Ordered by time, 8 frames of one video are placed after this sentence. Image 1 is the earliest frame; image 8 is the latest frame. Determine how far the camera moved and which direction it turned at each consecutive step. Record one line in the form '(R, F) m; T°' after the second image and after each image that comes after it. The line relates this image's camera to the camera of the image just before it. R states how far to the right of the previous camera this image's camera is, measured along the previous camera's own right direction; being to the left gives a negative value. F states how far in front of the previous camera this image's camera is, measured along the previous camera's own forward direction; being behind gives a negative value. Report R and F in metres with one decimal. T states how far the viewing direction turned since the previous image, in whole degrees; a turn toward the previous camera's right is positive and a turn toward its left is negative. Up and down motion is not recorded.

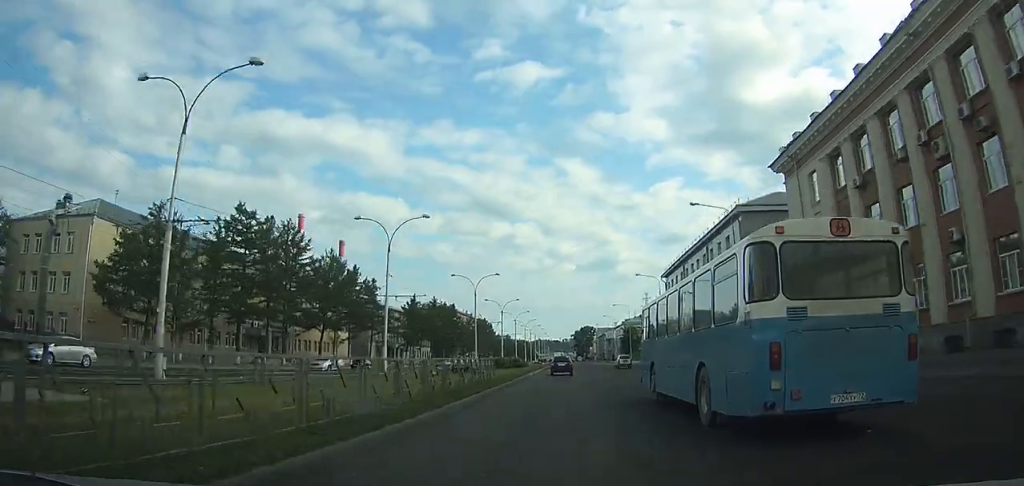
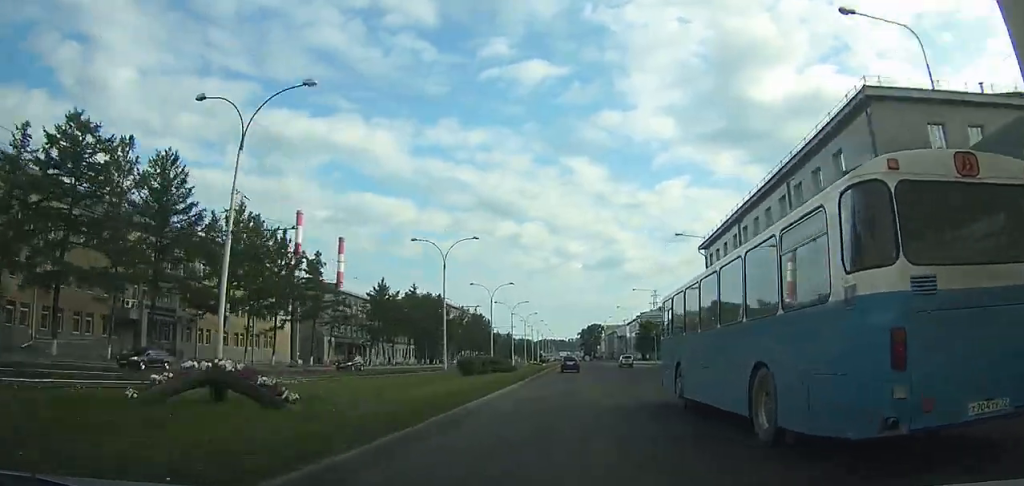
(-0.5, +26.4) m; -1°
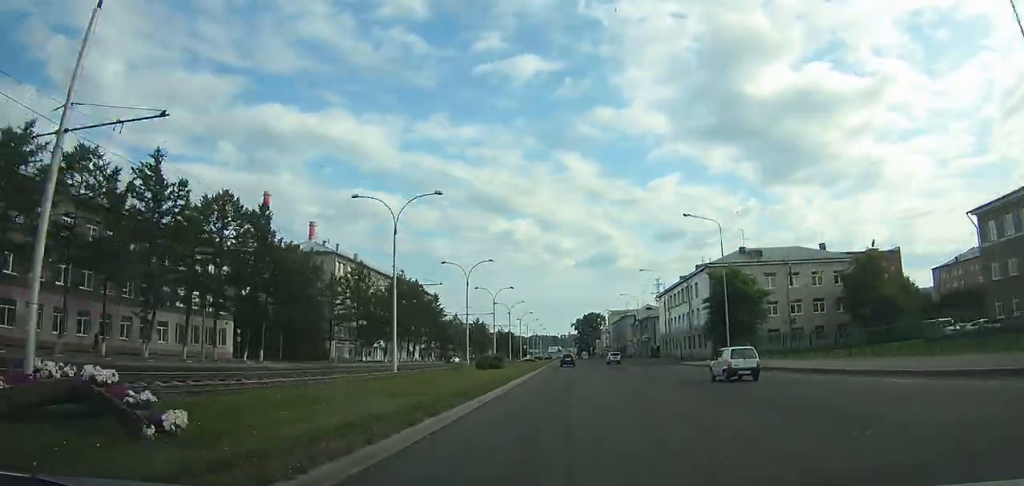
(+0.2, +80.1) m; 0°
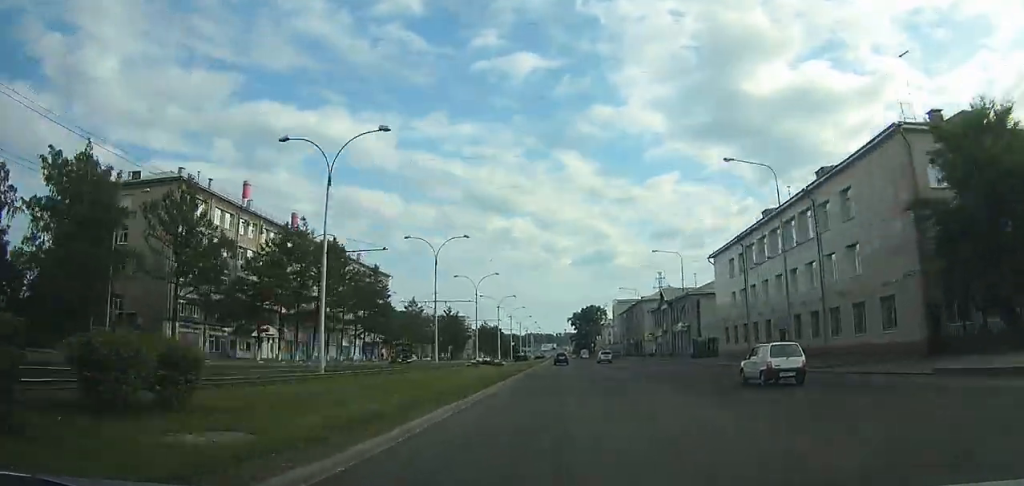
(+0.1, +44.5) m; 0°
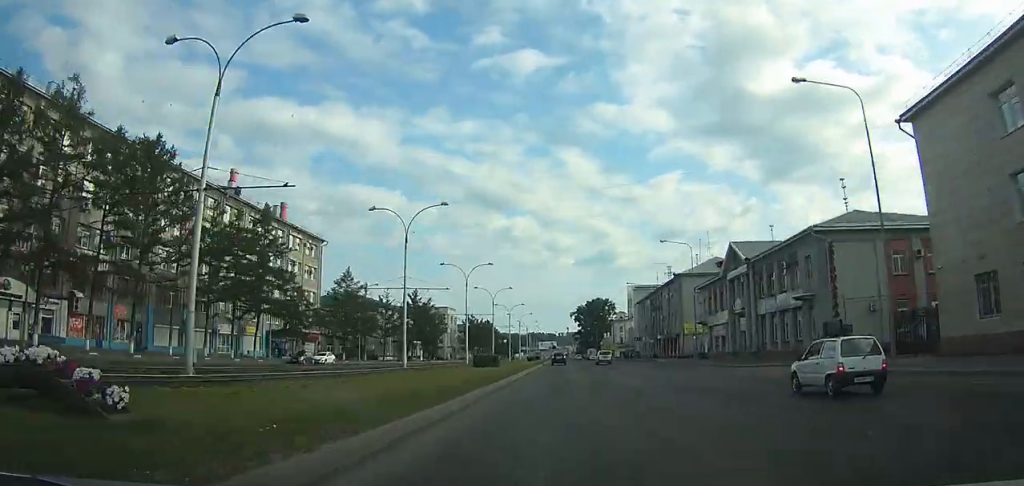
(0.0, +40.5) m; 0°
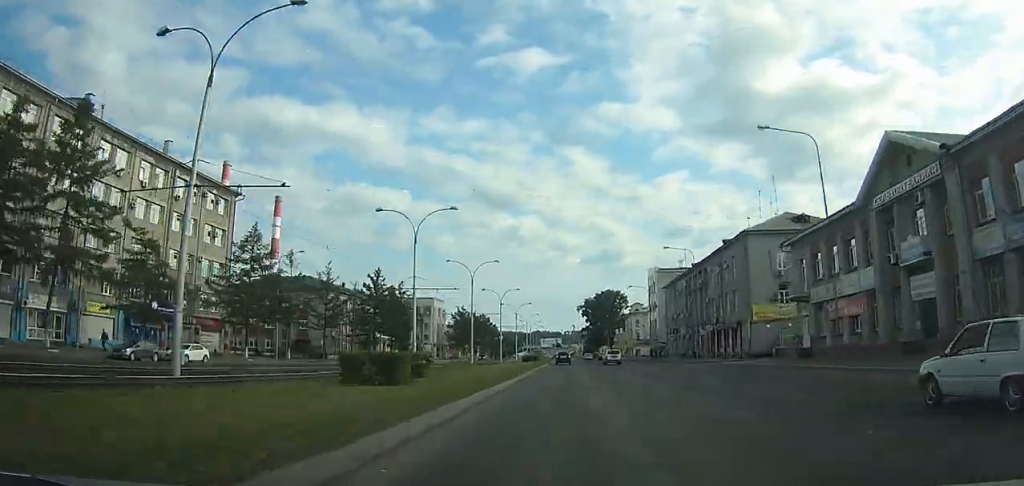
(0.0, +29.4) m; 0°
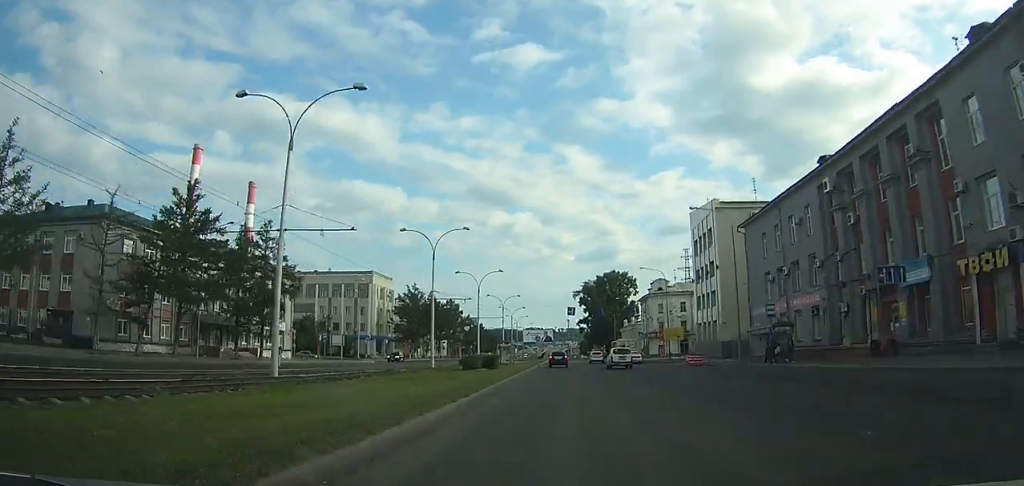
(0.0, +47.1) m; 0°
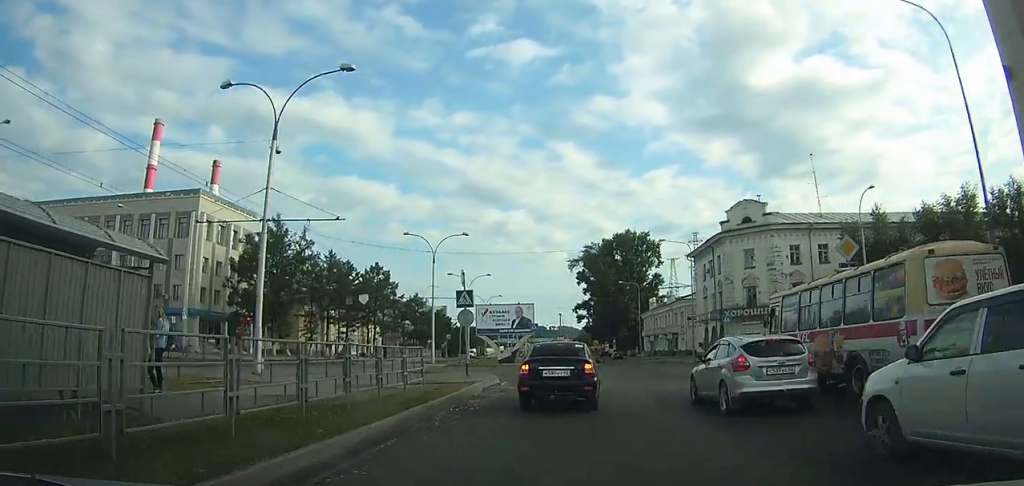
(+0.7, +62.1) m; +3°
